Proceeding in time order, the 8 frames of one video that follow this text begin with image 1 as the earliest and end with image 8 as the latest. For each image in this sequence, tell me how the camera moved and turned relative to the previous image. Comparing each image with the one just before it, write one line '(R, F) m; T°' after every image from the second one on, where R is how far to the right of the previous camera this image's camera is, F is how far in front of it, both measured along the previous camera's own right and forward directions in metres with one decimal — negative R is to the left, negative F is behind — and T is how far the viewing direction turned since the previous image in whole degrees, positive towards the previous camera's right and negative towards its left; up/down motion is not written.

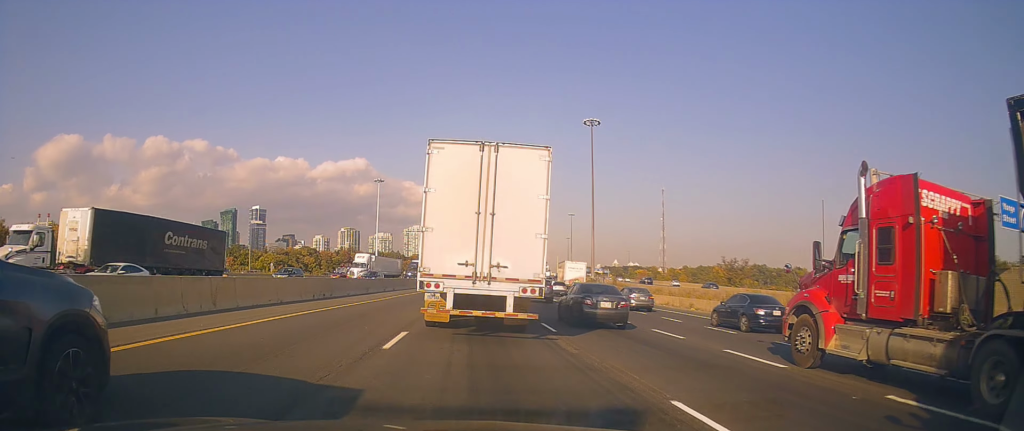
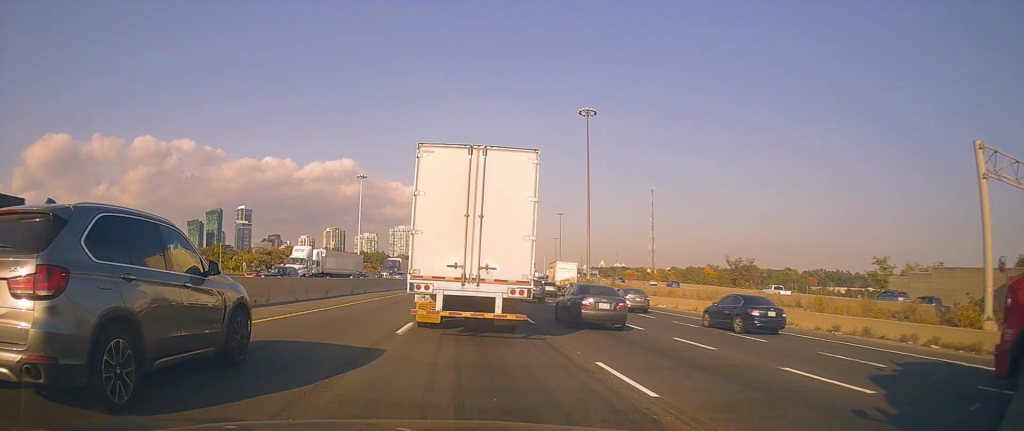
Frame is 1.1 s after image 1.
(-0.3, +8.8) m; 0°
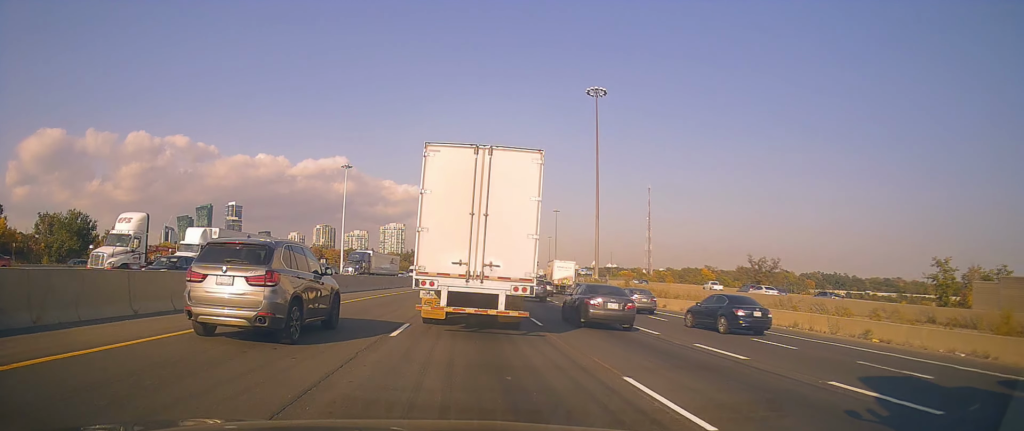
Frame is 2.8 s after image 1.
(+0.5, +13.7) m; 0°
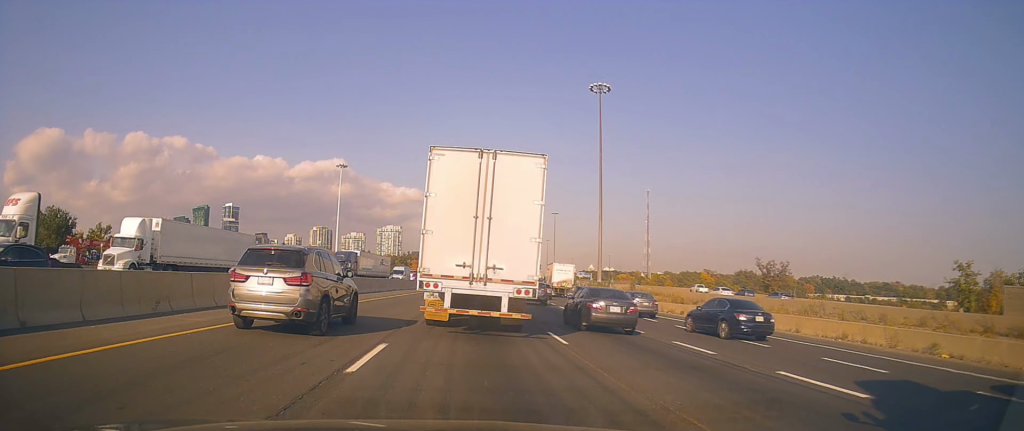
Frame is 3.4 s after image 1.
(-0.1, +4.4) m; 0°
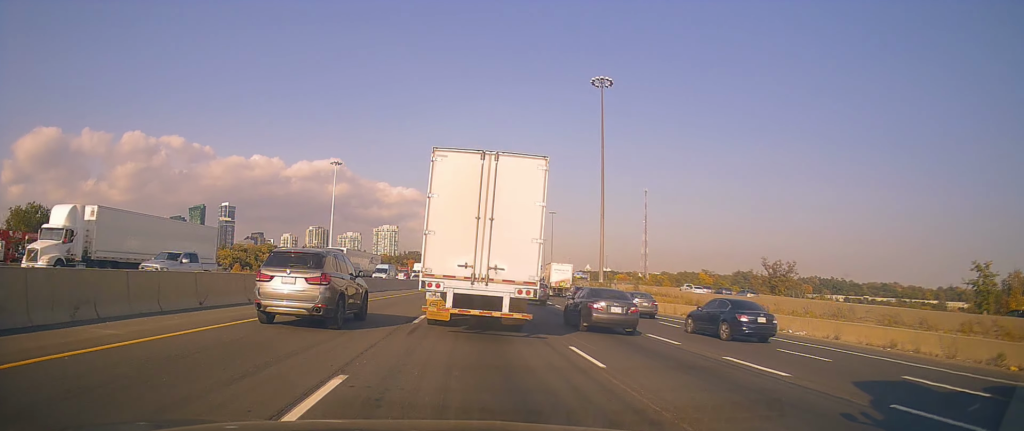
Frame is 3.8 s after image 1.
(-0.2, +3.6) m; +1°
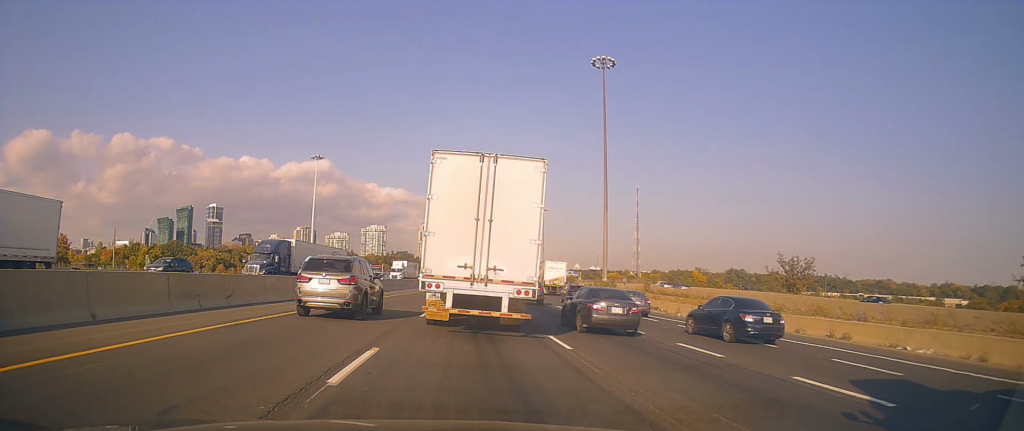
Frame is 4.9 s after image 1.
(+0.5, +9.2) m; +4°
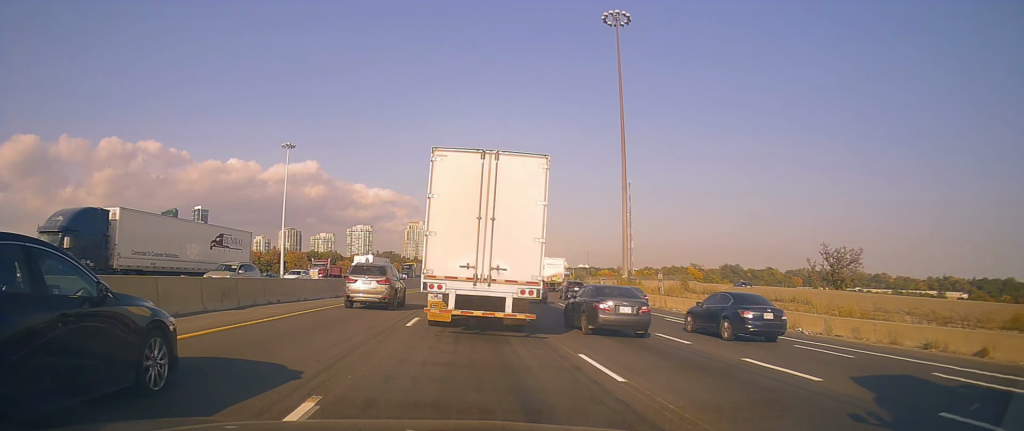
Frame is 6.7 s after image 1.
(-0.3, +16.1) m; -3°
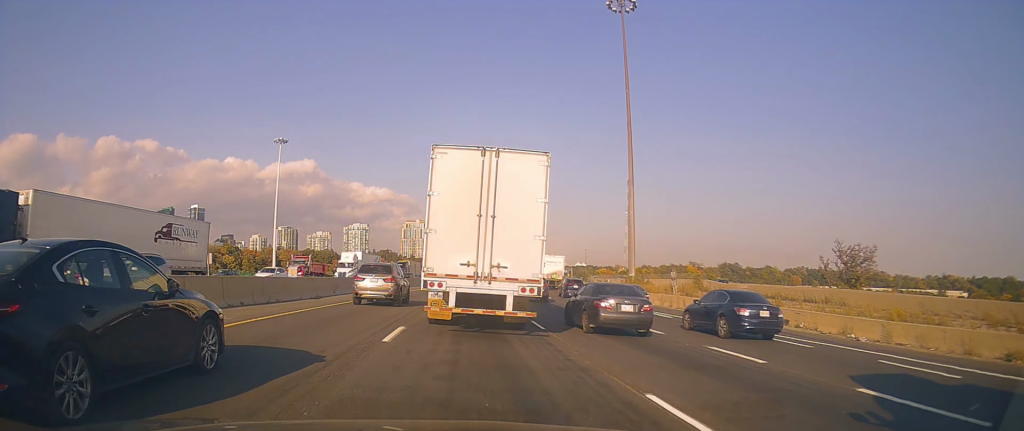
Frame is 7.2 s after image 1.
(0.0, +4.1) m; 0°
